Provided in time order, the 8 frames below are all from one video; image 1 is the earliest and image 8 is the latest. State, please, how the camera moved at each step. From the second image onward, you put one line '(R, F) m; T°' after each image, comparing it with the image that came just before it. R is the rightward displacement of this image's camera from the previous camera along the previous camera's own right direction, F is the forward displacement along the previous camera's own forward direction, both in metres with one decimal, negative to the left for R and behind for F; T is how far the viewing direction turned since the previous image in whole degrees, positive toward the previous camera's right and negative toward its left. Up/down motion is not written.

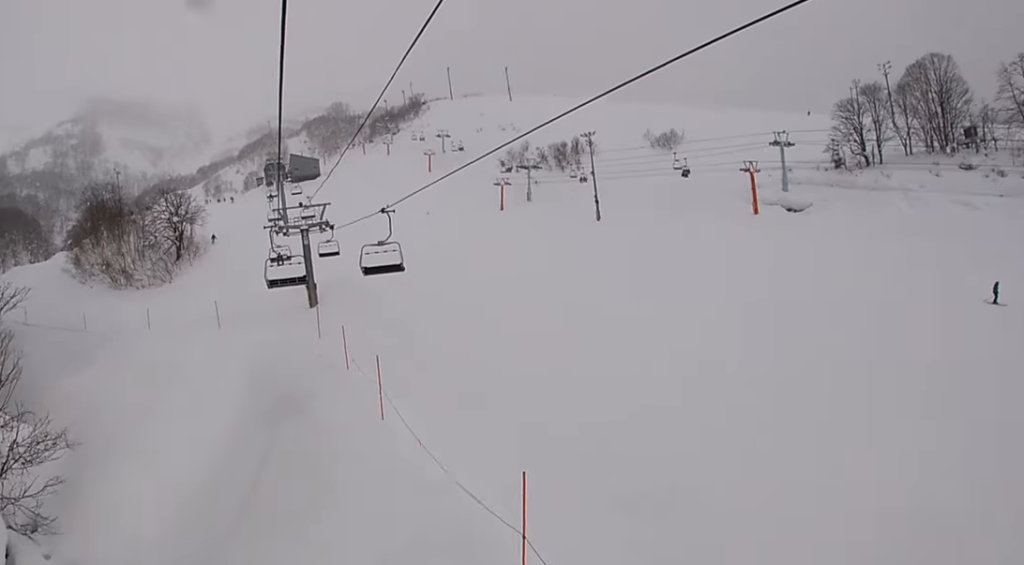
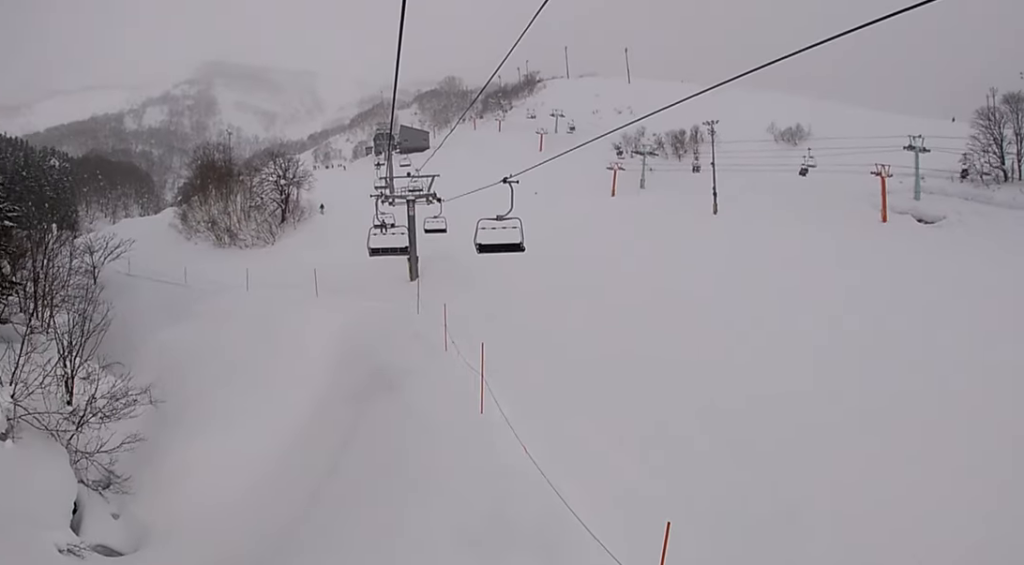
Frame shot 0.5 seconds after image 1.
(+0.2, +1.9) m; -12°
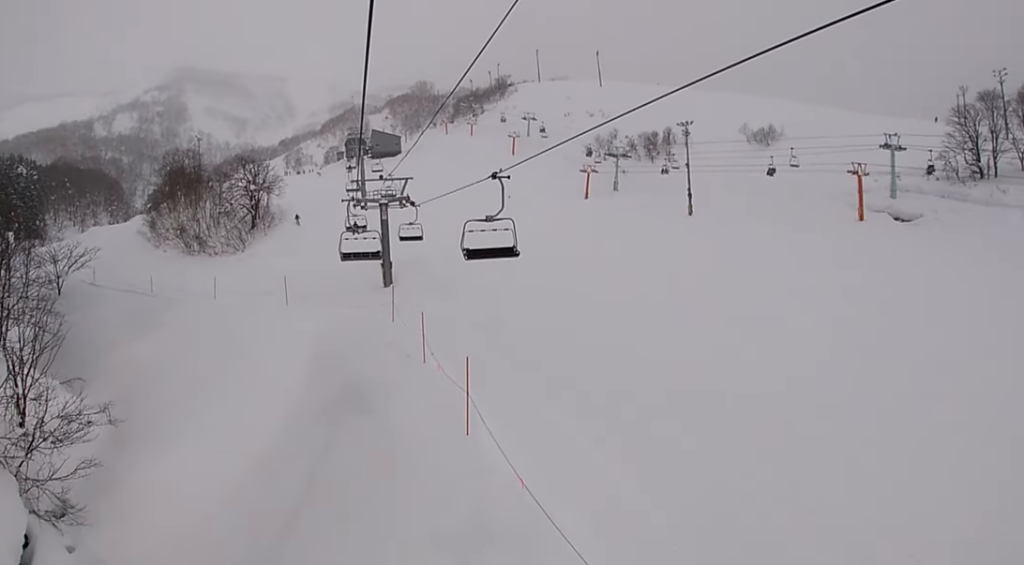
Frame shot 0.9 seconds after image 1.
(+0.3, +1.6) m; -9°
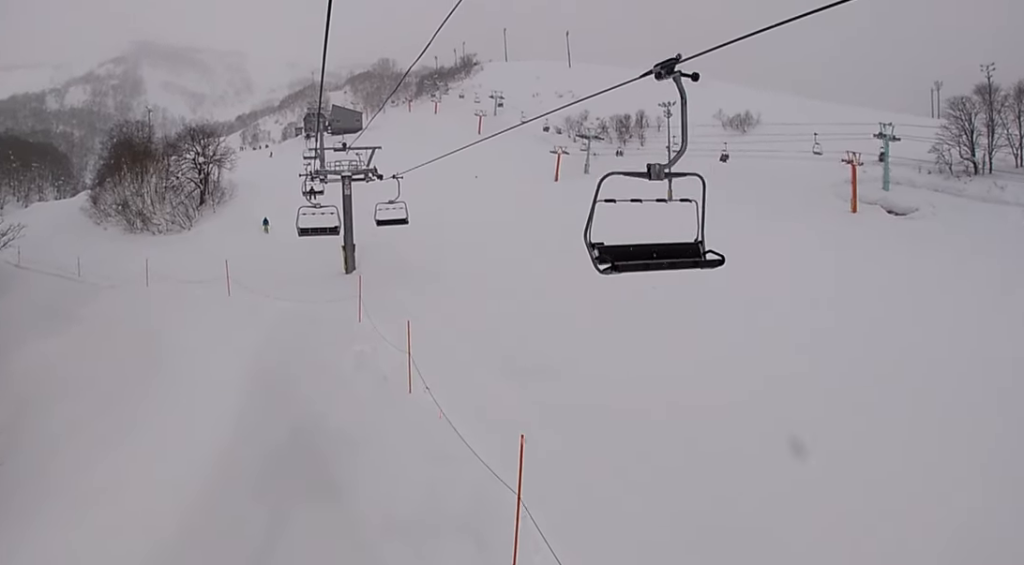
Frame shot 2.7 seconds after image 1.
(-0.1, +6.7) m; +15°
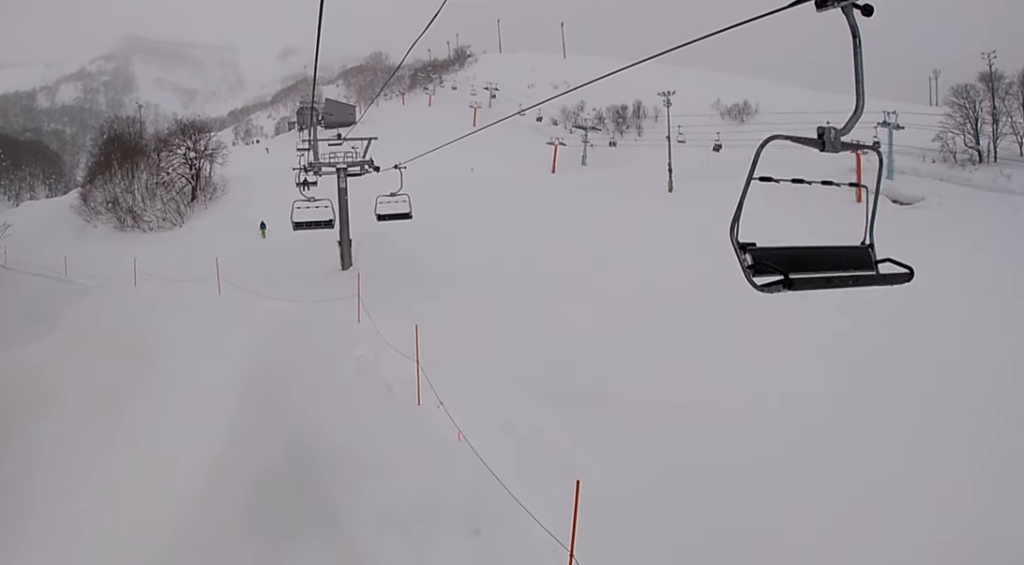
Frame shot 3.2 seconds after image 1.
(0.0, +1.9) m; -3°
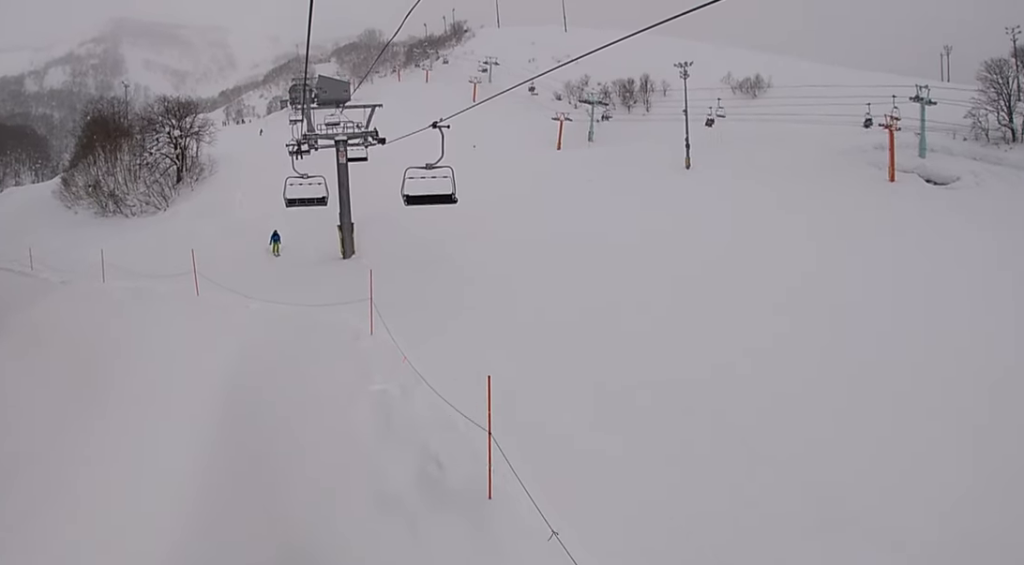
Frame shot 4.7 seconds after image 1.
(-1.3, +5.9) m; -12°
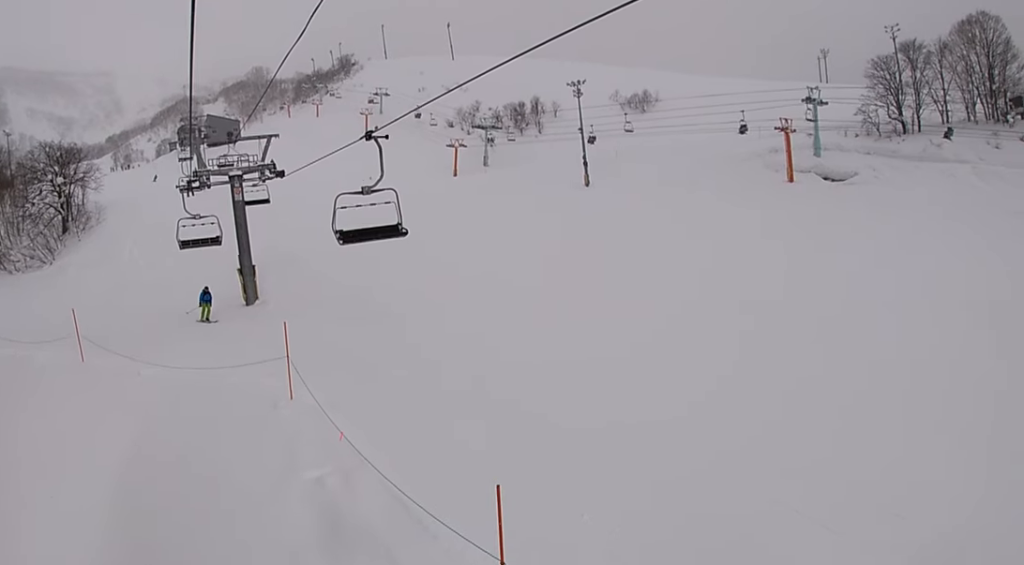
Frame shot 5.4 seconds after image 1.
(+0.3, +3.3) m; +11°
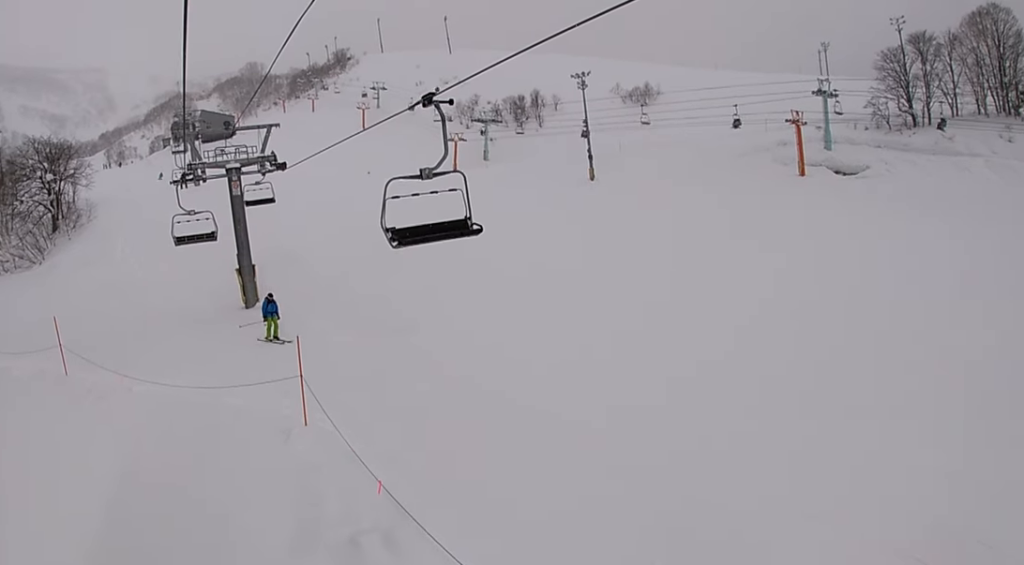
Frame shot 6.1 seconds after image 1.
(+0.2, +2.7) m; +7°
